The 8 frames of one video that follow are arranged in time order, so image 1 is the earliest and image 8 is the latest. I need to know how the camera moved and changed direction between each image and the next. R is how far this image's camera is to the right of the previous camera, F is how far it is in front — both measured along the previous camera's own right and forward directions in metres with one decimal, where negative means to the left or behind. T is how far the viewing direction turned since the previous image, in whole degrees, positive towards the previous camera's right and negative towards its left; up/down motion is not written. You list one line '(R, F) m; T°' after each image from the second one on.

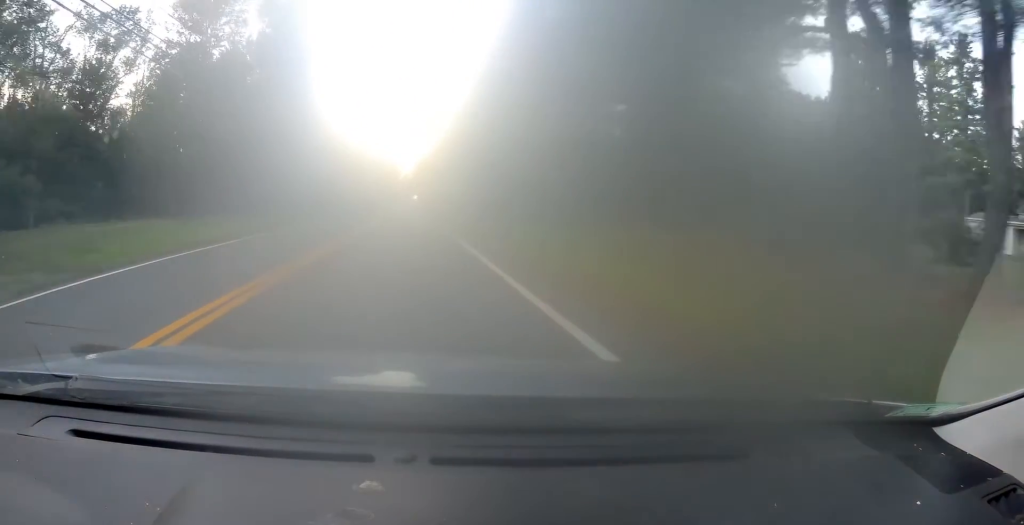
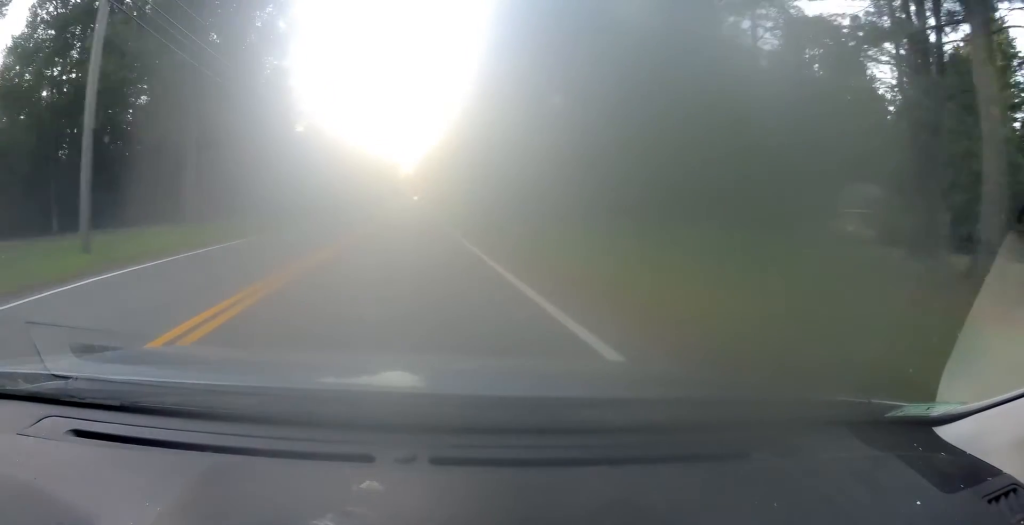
(0.0, +28.1) m; 0°
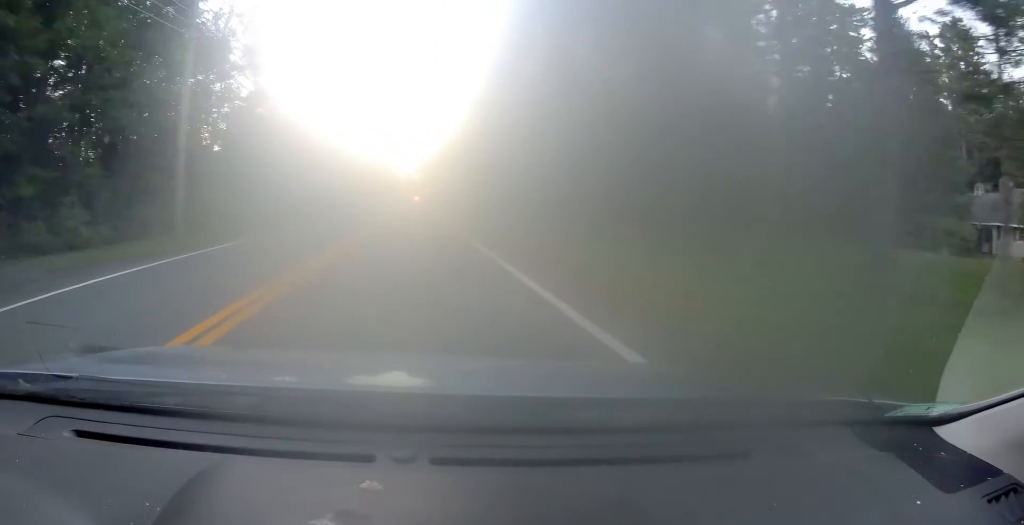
(+0.3, +27.8) m; +1°
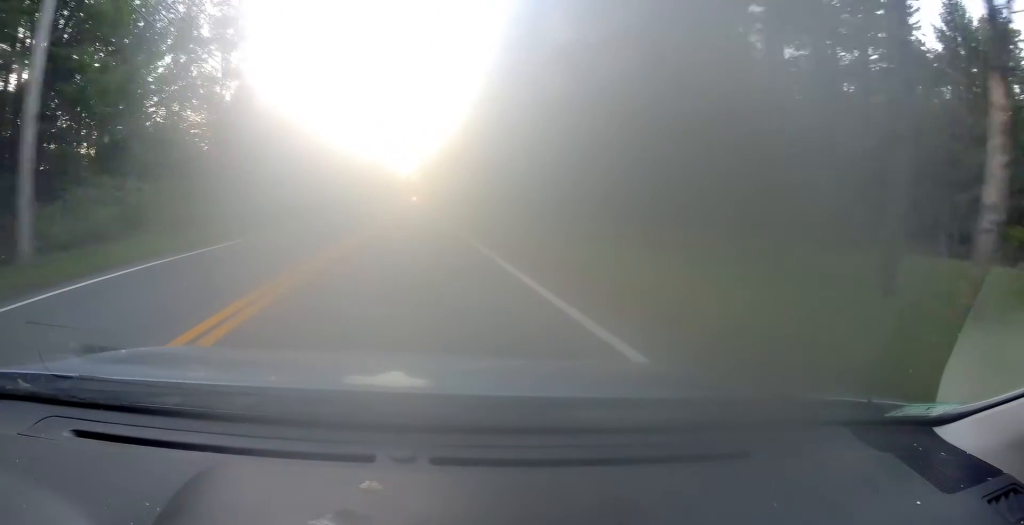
(0.0, +8.9) m; 0°
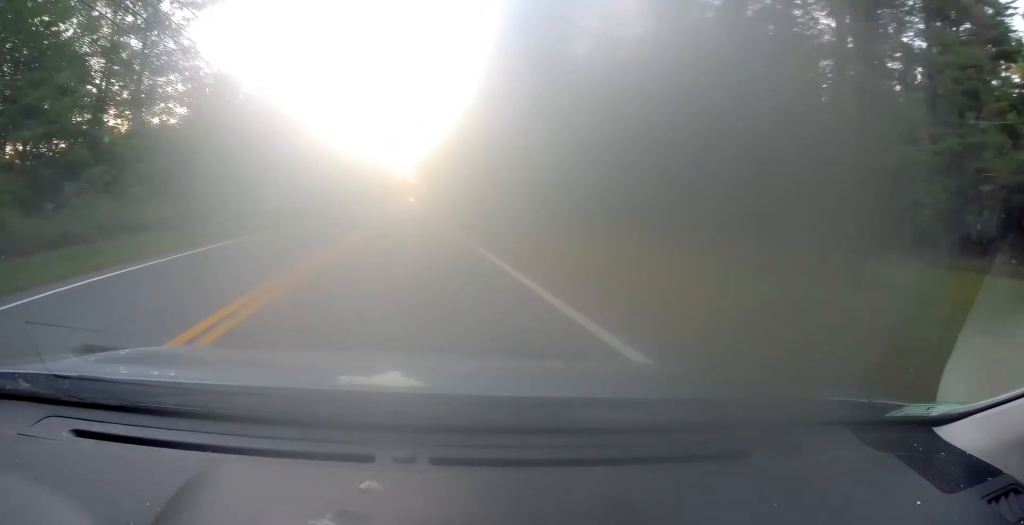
(0.0, +14.1) m; 0°
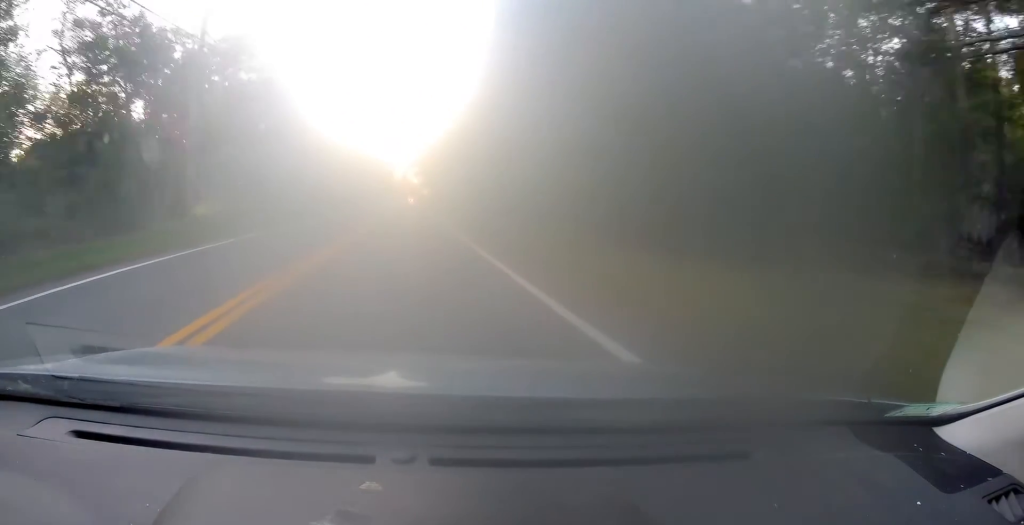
(0.0, +19.2) m; 0°
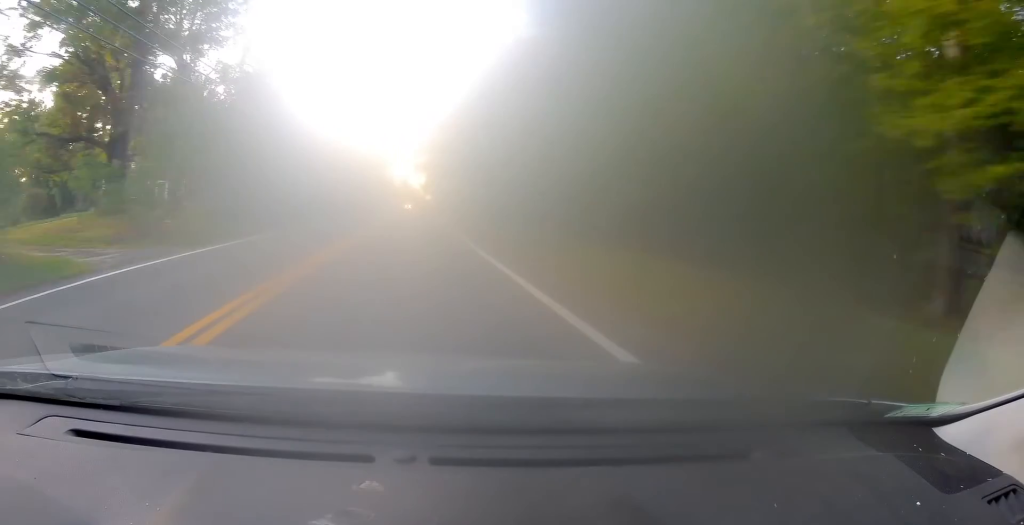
(+0.1, +31.3) m; +1°
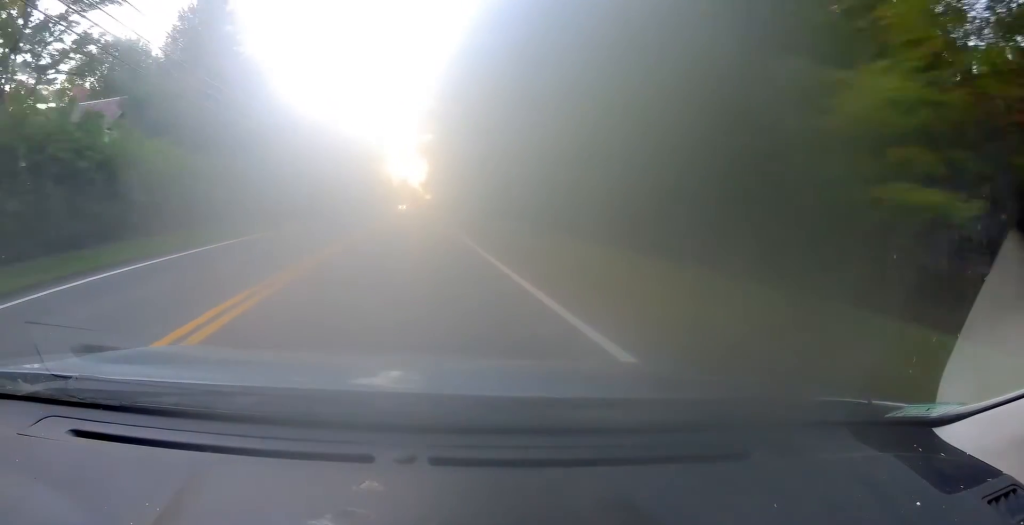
(+0.2, +23.2) m; 0°
